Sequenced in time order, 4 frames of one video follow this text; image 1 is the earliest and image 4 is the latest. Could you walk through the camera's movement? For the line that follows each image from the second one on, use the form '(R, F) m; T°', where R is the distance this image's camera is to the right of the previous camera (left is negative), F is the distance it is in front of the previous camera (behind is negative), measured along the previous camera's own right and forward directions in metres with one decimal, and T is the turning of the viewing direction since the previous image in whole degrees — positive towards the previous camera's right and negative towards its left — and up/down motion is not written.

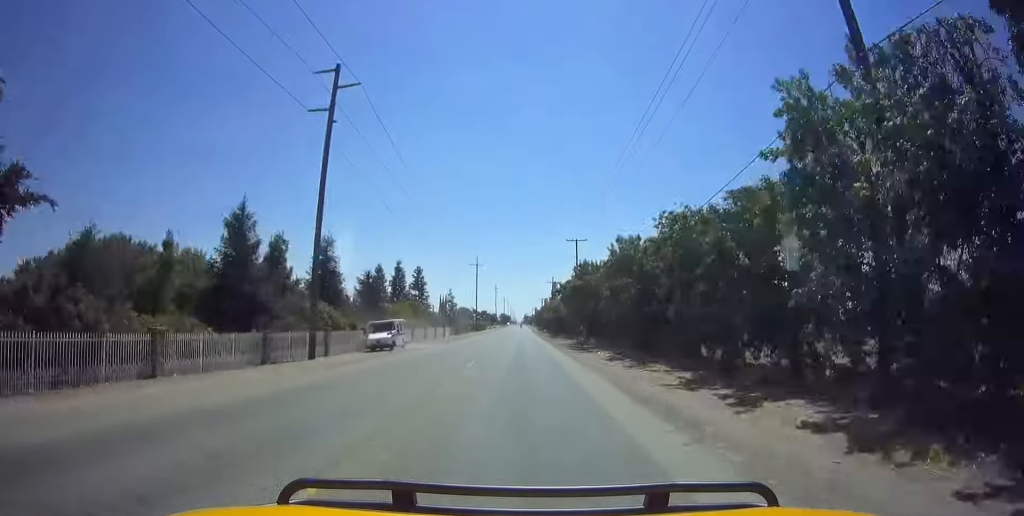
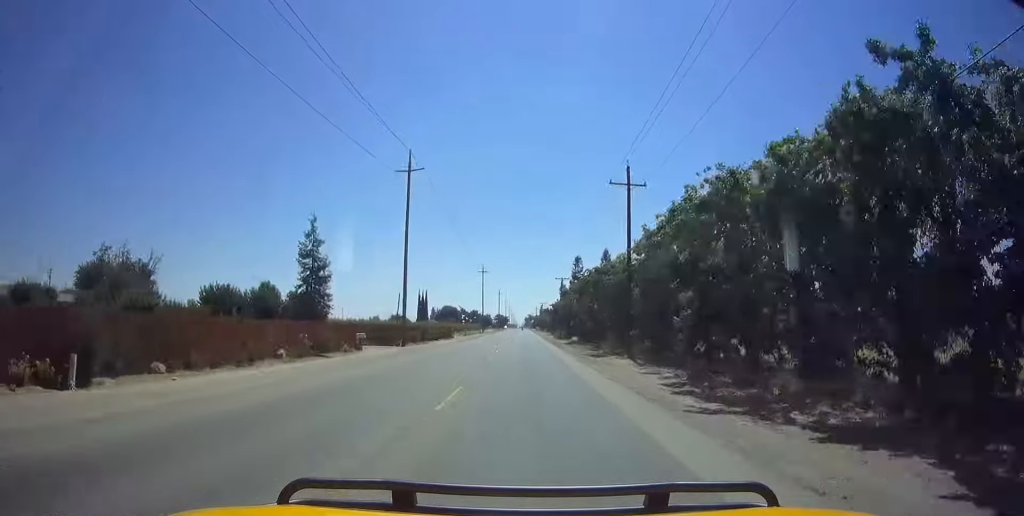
(0.0, +78.2) m; 0°
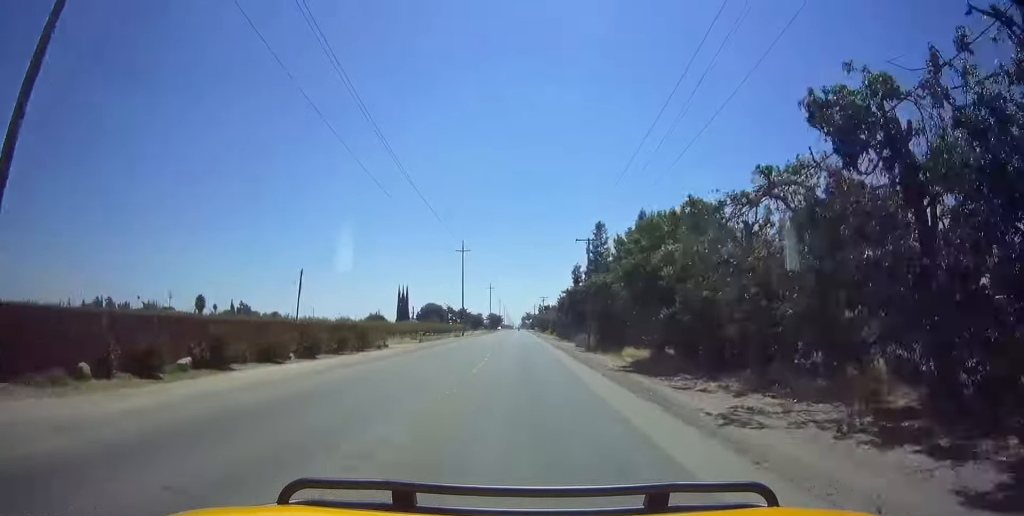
(0.0, +39.9) m; 0°
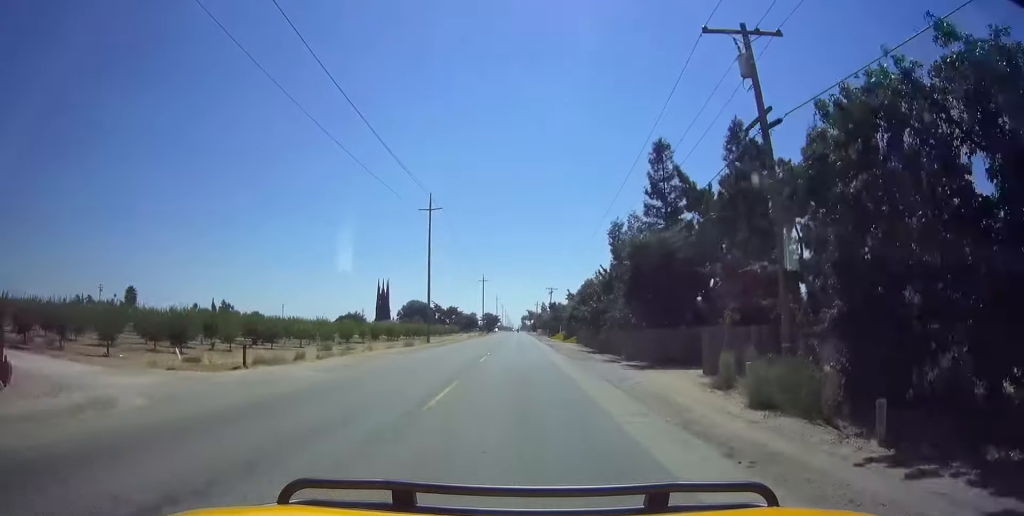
(0.0, +37.0) m; 0°
